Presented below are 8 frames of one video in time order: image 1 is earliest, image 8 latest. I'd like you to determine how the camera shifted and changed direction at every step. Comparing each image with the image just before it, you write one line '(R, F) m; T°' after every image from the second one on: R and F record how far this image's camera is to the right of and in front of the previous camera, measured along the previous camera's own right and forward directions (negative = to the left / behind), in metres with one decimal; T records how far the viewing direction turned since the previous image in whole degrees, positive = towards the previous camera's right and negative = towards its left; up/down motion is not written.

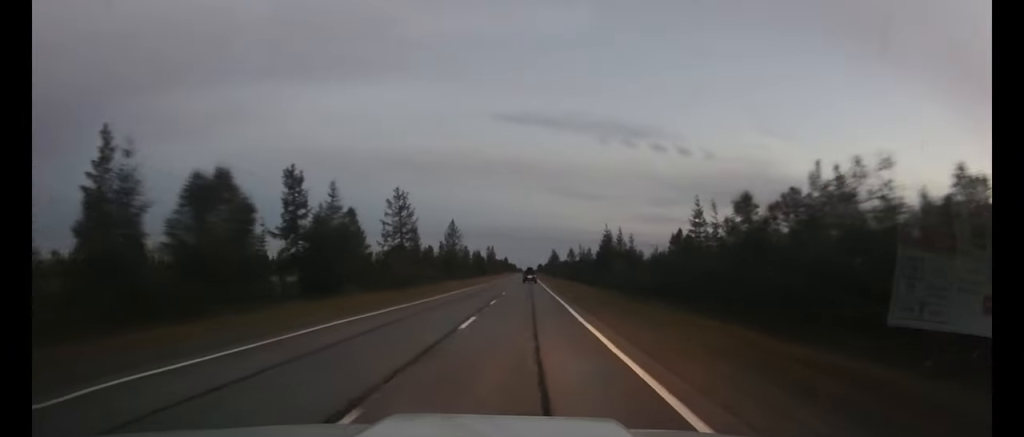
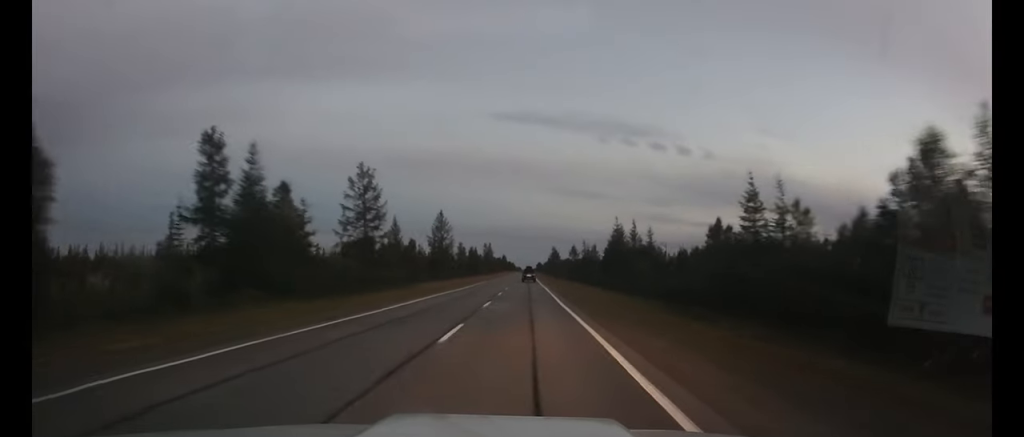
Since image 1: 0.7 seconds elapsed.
(0.0, +13.2) m; 0°
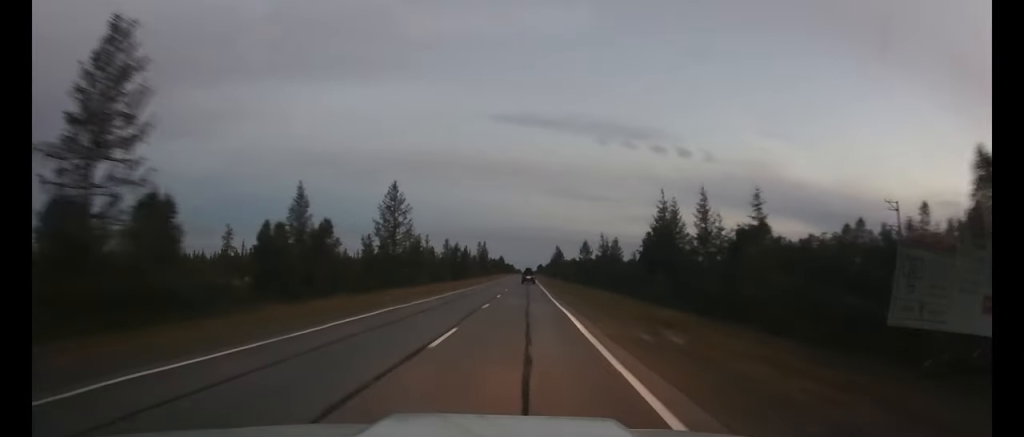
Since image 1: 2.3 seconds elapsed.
(0.0, +33.8) m; 0°
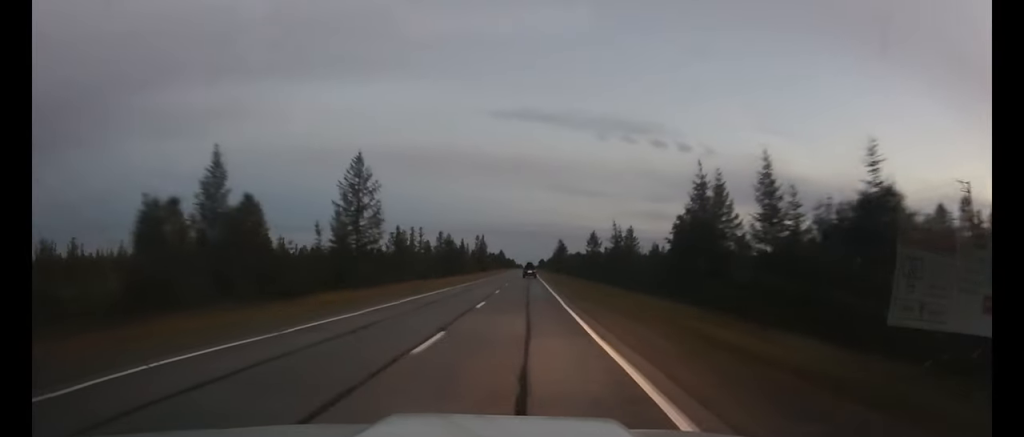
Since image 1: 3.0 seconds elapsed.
(0.0, +14.3) m; 0°
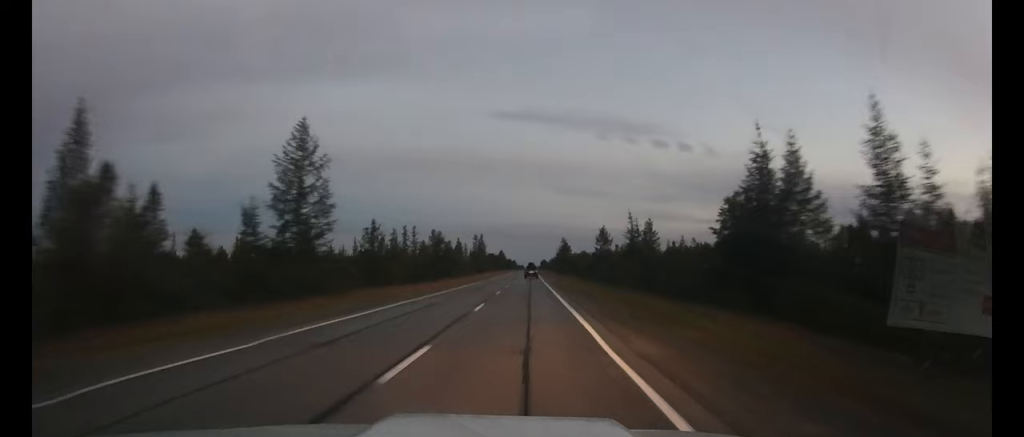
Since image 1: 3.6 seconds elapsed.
(0.0, +13.7) m; 0°
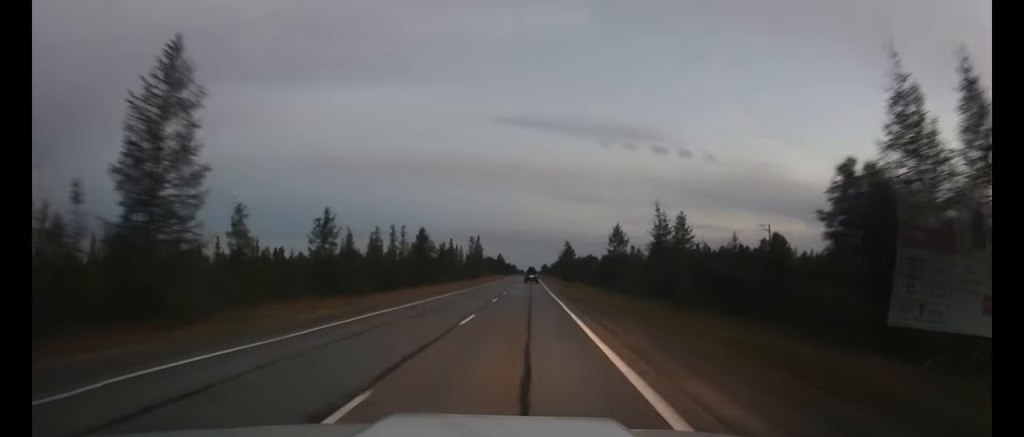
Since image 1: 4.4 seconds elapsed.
(0.0, +16.7) m; 0°
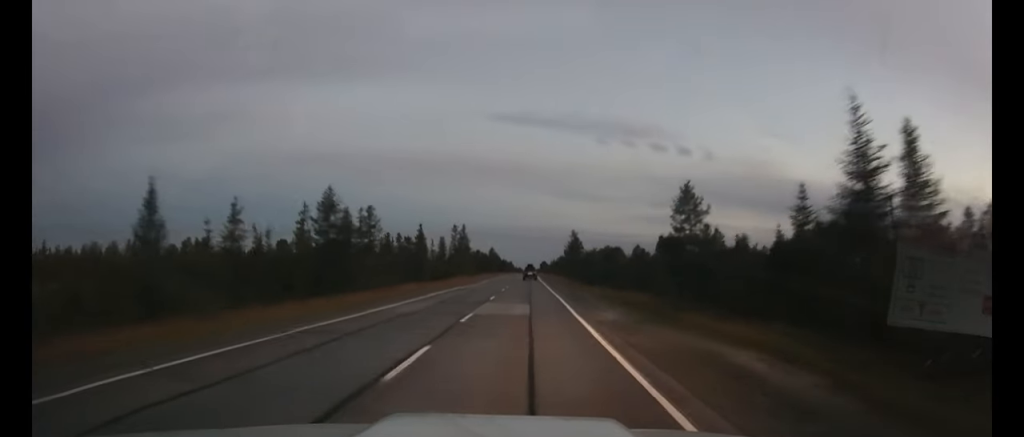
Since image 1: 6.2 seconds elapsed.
(-0.1, +40.9) m; 0°
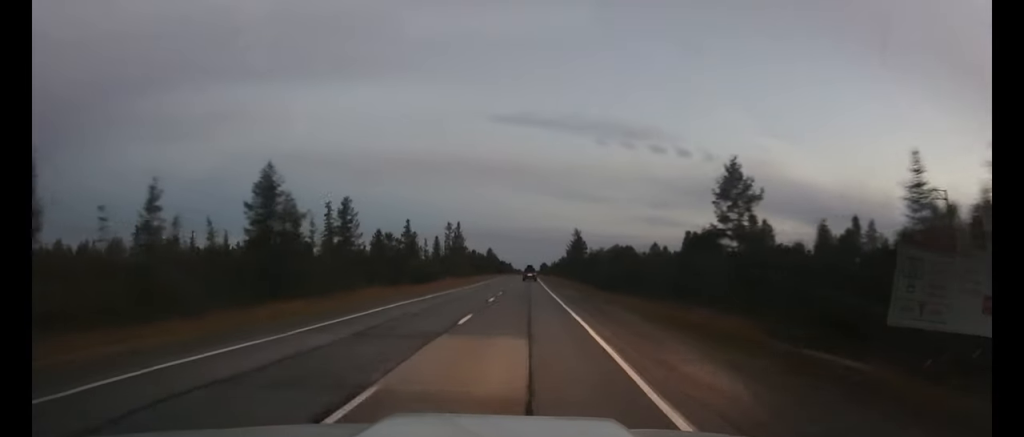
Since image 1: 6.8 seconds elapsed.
(0.0, +11.7) m; 0°
